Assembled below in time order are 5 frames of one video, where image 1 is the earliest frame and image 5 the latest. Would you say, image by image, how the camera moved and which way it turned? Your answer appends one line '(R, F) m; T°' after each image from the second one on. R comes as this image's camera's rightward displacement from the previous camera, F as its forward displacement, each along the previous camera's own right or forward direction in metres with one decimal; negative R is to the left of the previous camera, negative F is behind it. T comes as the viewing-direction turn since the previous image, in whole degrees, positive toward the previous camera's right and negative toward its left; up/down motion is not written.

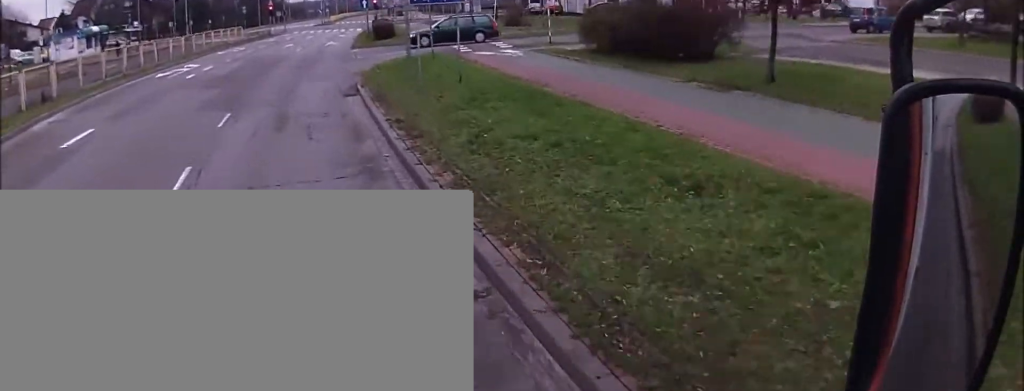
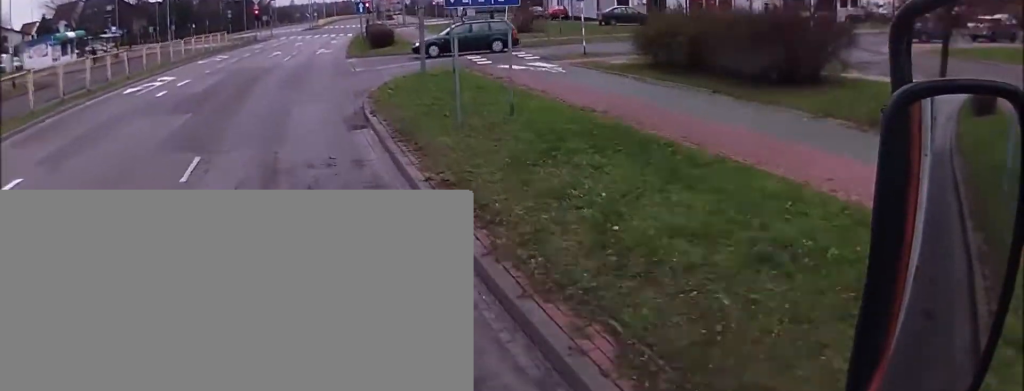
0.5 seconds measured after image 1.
(-0.1, +4.3) m; 0°
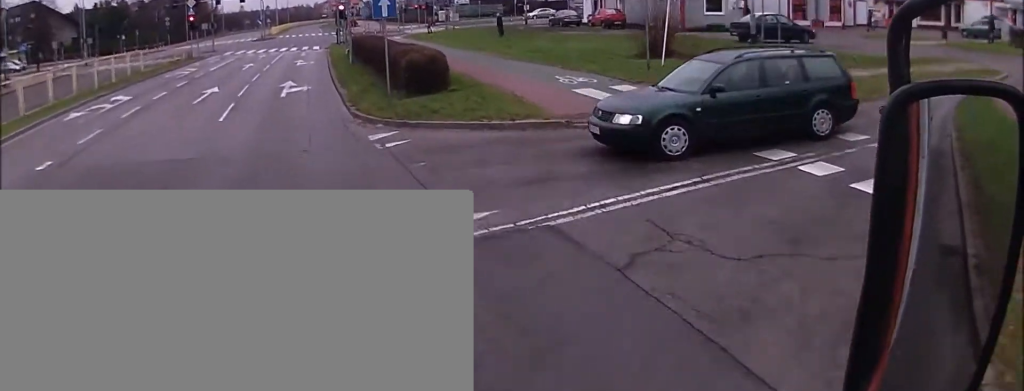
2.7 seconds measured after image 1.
(+1.2, +20.5) m; +5°
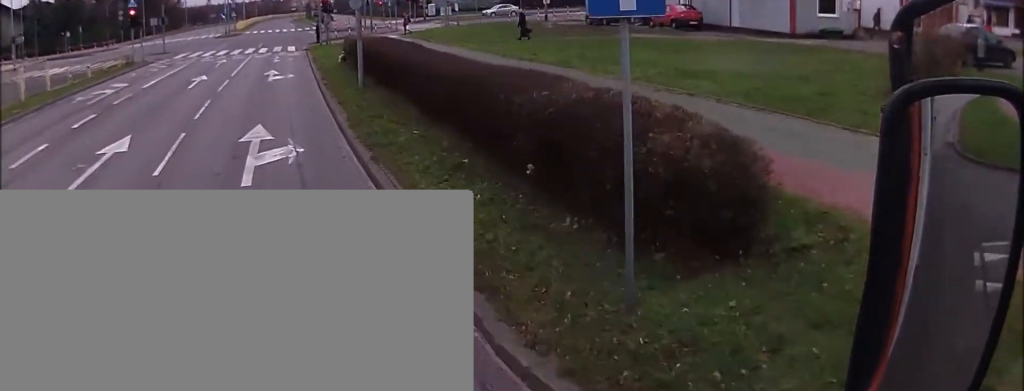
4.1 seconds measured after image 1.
(0.0, +13.0) m; +1°
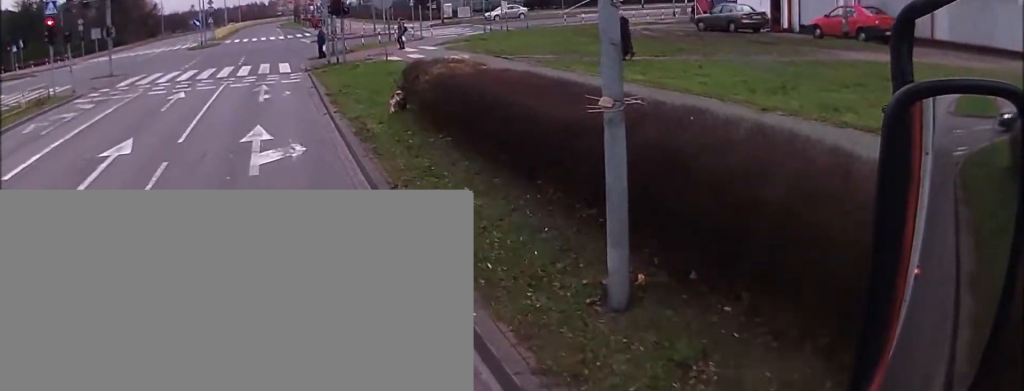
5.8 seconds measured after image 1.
(+0.5, +15.2) m; +2°
